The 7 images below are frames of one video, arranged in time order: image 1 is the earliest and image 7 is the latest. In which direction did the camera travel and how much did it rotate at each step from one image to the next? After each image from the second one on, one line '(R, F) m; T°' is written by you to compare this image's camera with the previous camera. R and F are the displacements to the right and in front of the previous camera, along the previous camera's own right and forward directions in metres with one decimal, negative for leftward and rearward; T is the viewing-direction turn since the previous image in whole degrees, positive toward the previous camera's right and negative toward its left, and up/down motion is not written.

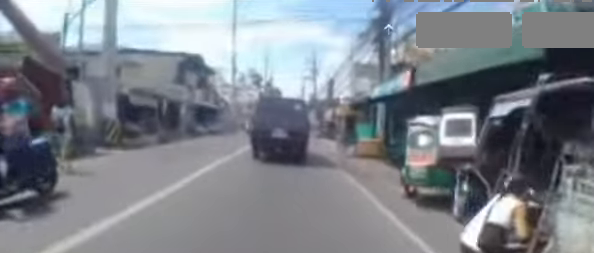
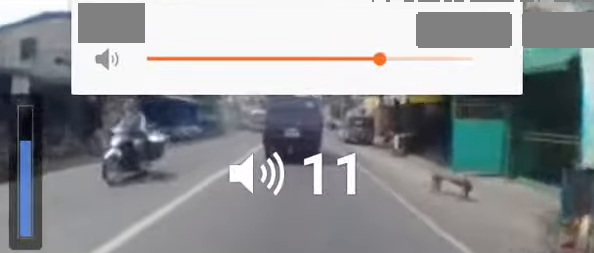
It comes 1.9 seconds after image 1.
(+0.2, +11.0) m; +2°
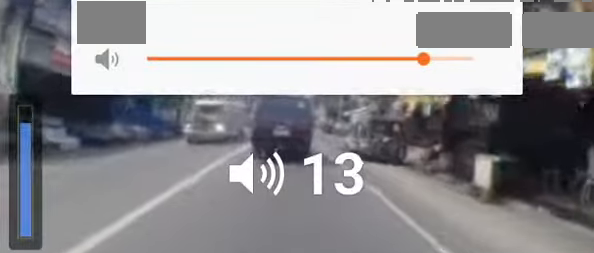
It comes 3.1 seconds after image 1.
(-0.3, +6.7) m; -1°
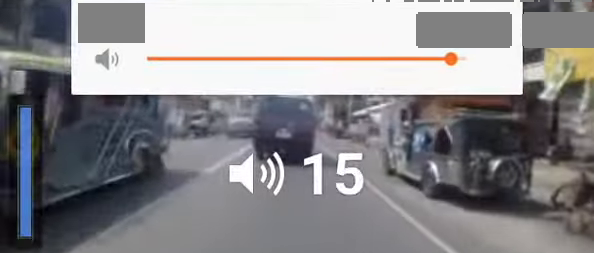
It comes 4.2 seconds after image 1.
(+0.3, +5.8) m; +5°
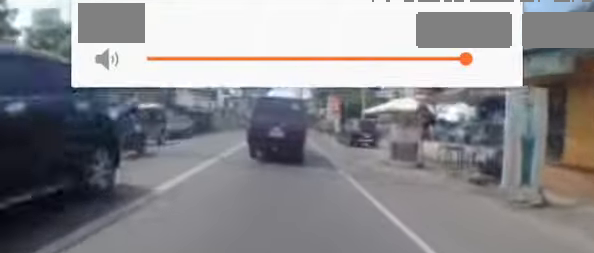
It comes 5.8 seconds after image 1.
(-0.3, +8.8) m; -4°
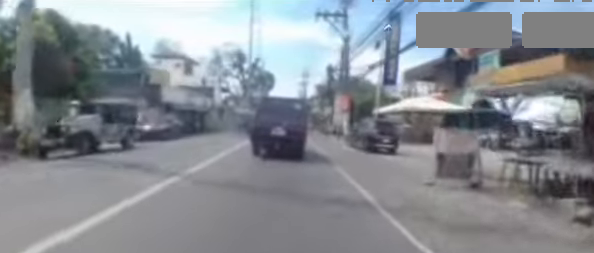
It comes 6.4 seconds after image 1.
(-0.1, +3.3) m; -1°
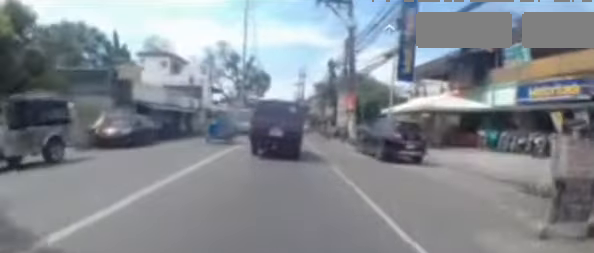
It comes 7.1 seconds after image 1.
(+0.2, +3.6) m; 0°
